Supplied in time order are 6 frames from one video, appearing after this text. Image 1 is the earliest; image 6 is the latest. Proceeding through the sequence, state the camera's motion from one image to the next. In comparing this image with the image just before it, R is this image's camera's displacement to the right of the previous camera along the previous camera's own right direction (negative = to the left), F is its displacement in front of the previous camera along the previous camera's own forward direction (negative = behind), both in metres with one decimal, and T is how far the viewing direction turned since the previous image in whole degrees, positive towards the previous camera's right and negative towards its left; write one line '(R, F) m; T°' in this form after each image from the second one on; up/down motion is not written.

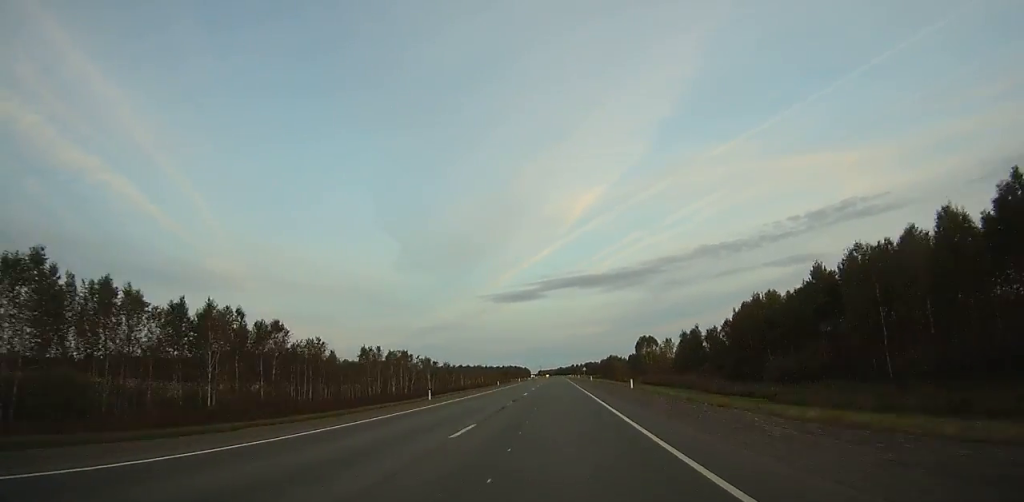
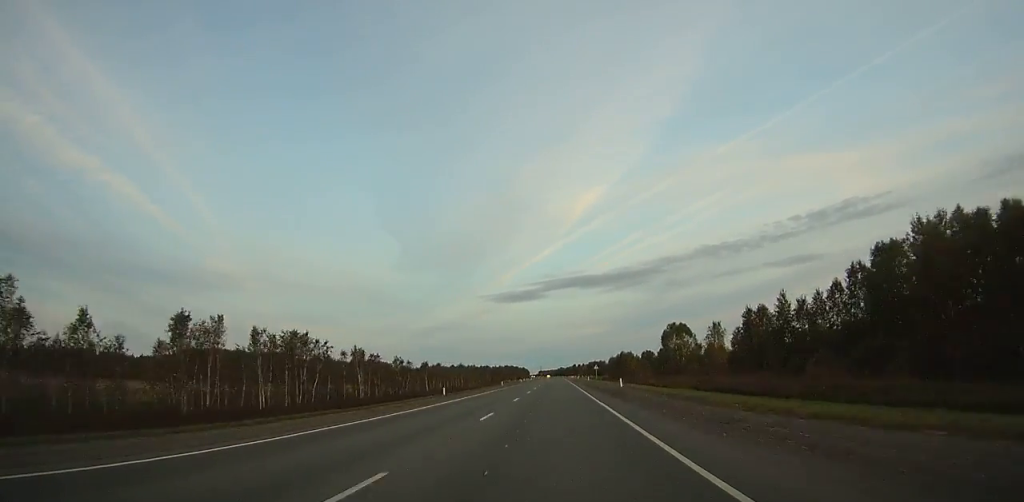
(-0.2, +43.2) m; 0°
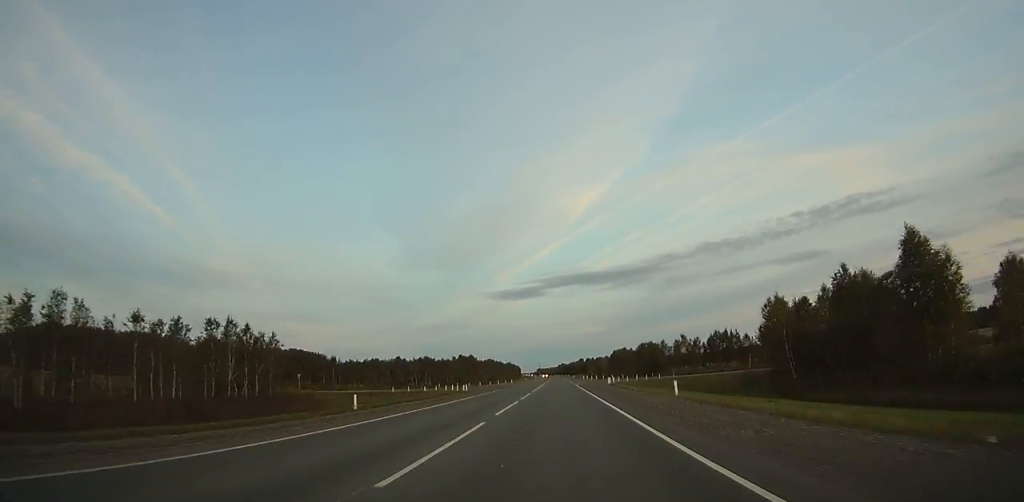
(-0.7, +172.7) m; 0°
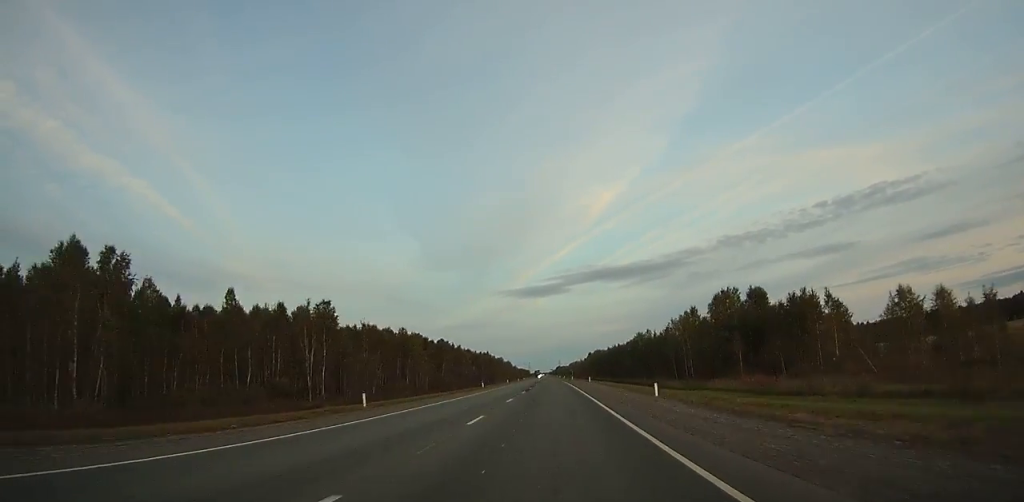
(-3.1, +343.1) m; -2°
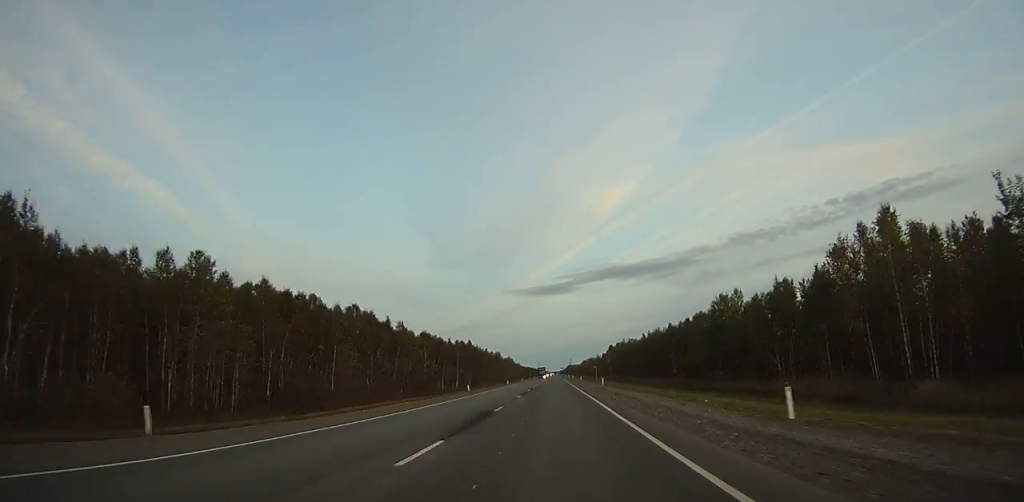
(-0.5, +65.7) m; -1°
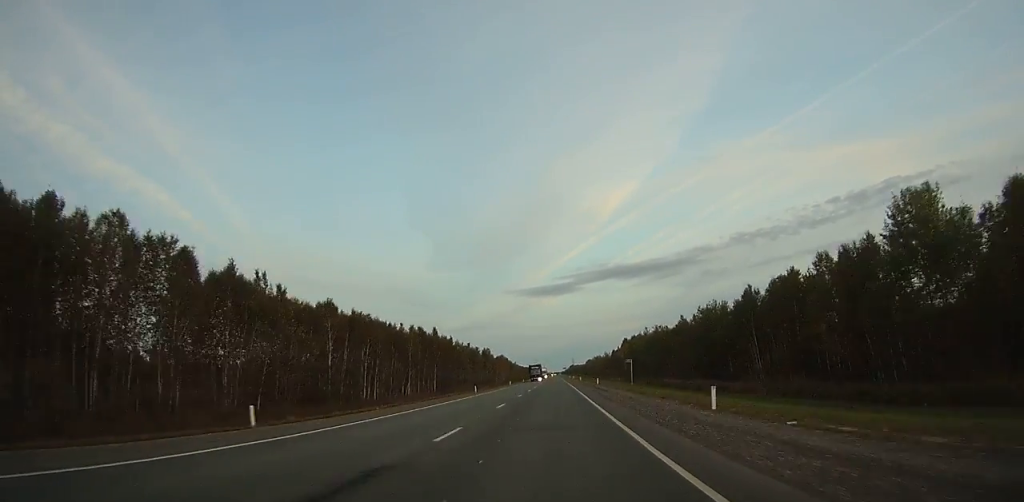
(-0.2, +44.5) m; 0°
